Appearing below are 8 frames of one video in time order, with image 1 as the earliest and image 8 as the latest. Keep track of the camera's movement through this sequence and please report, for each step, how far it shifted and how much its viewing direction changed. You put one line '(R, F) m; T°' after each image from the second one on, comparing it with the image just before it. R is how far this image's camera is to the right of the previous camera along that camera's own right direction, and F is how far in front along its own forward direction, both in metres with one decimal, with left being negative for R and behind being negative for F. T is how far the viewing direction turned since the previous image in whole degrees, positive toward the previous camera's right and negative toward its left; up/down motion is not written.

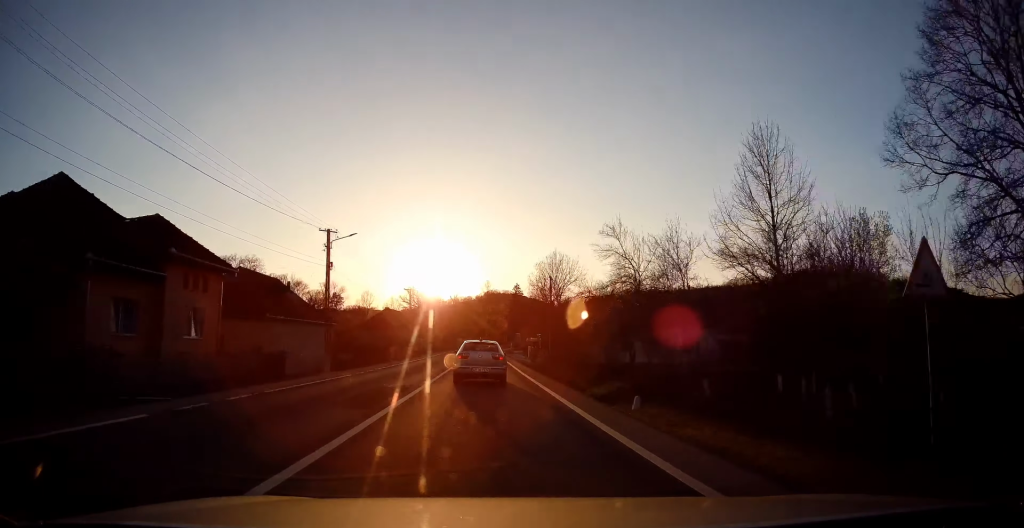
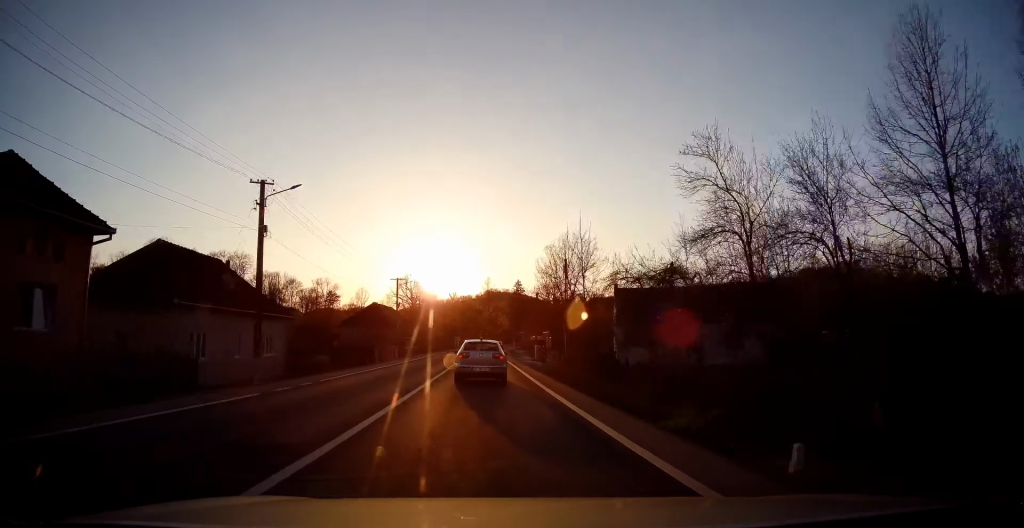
(+0.2, +9.4) m; +1°
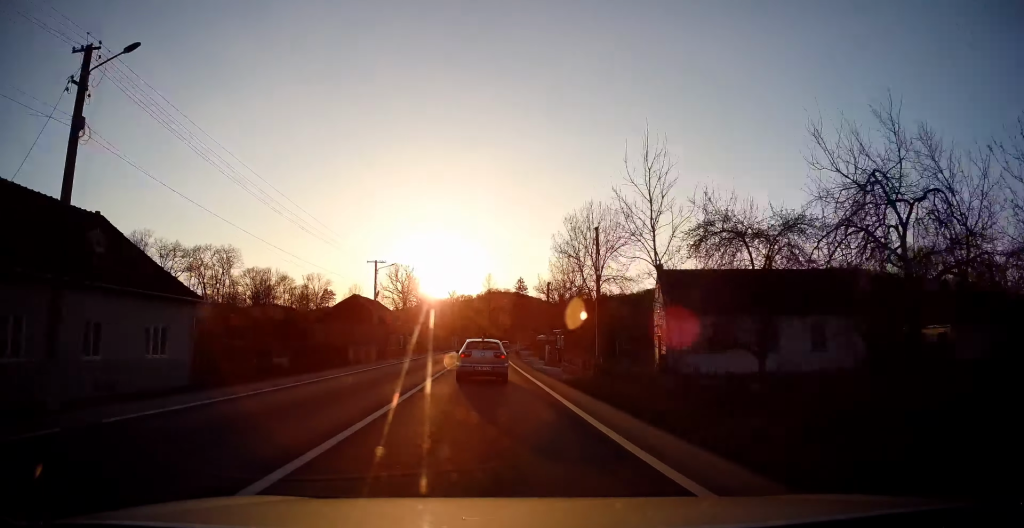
(0.0, +11.1) m; 0°
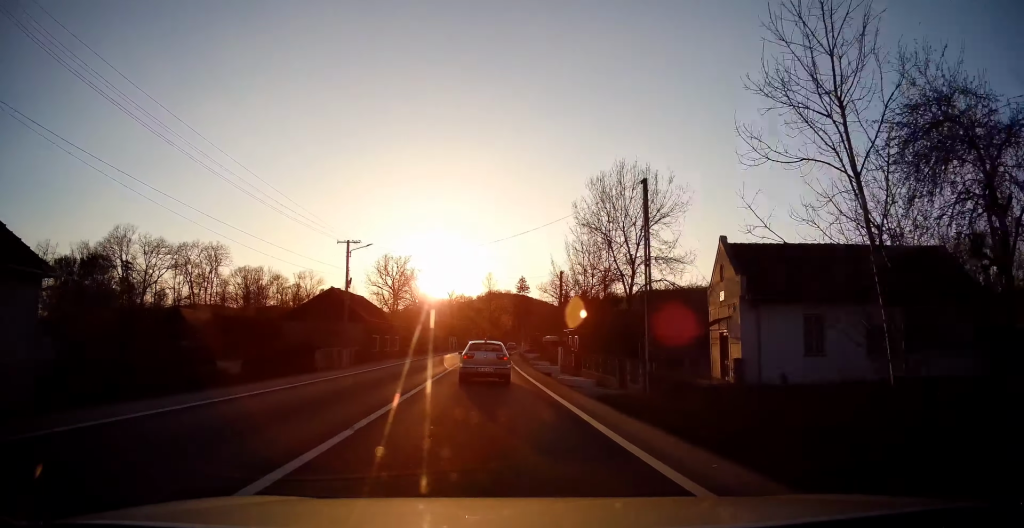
(0.0, +7.1) m; 0°
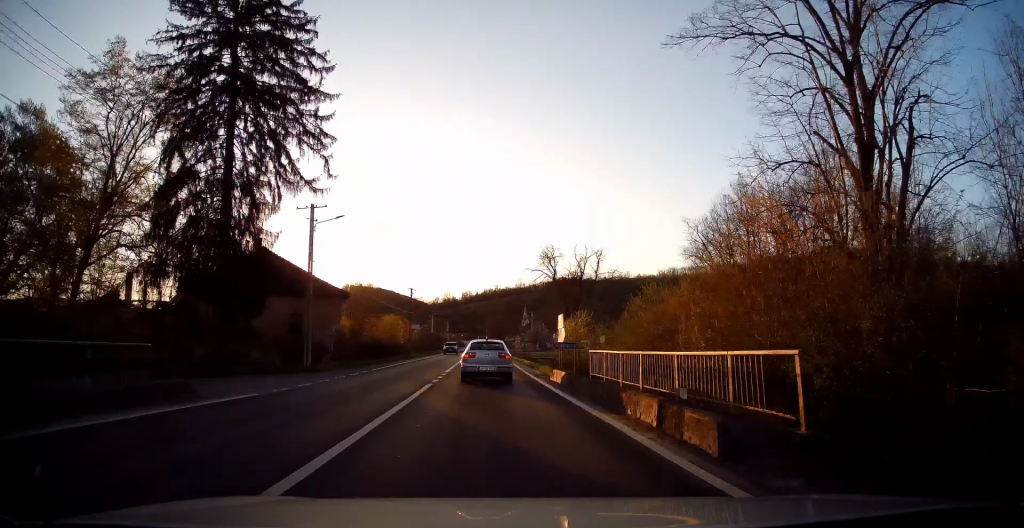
(0.0, +0.2) m; 0°
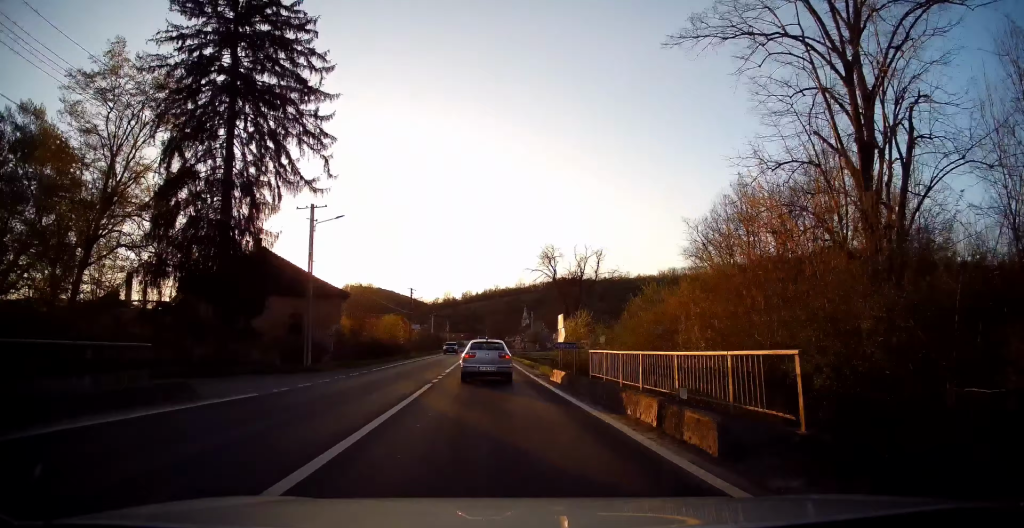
(0.0, 0.0) m; 0°
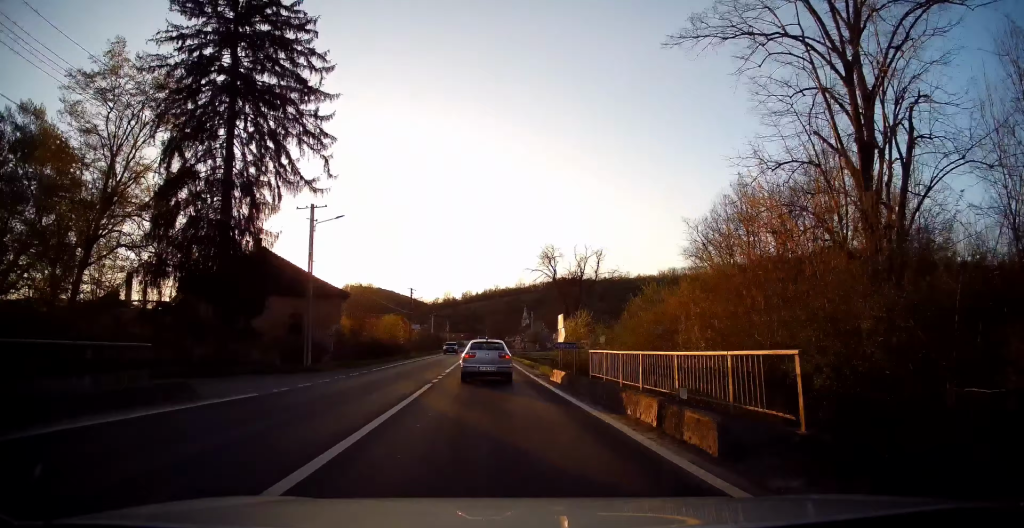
(0.0, 0.0) m; 0°
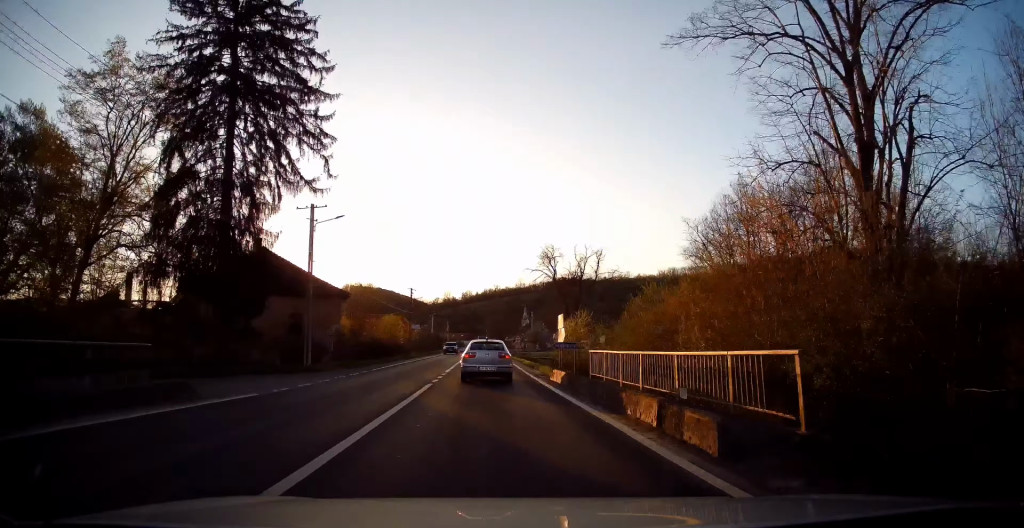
(0.0, 0.0) m; 0°
